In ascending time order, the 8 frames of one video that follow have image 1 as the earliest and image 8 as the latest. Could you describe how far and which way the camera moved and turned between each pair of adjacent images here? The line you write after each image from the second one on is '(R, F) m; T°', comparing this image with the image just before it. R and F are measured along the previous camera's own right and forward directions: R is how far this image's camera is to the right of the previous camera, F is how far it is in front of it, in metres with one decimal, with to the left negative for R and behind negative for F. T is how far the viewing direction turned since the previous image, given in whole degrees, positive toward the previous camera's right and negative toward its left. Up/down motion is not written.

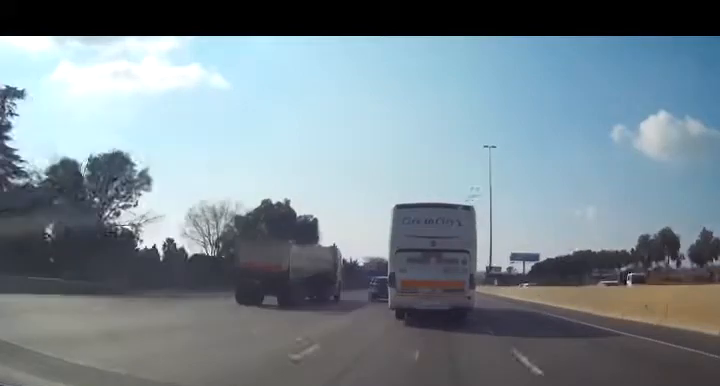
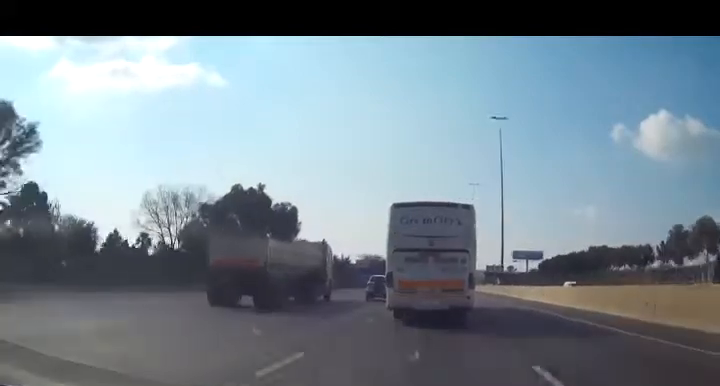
(0.0, +13.2) m; 0°
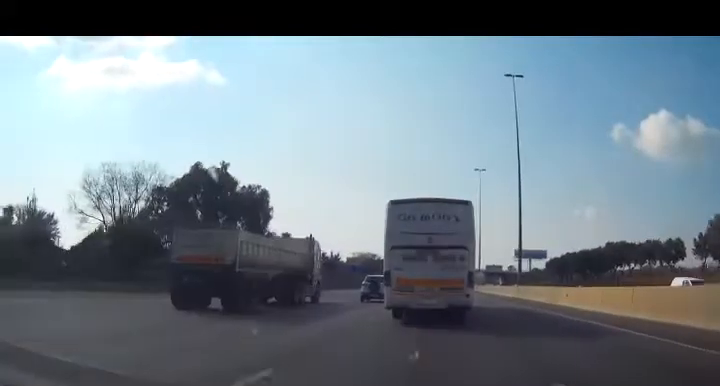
(0.0, +13.2) m; 0°
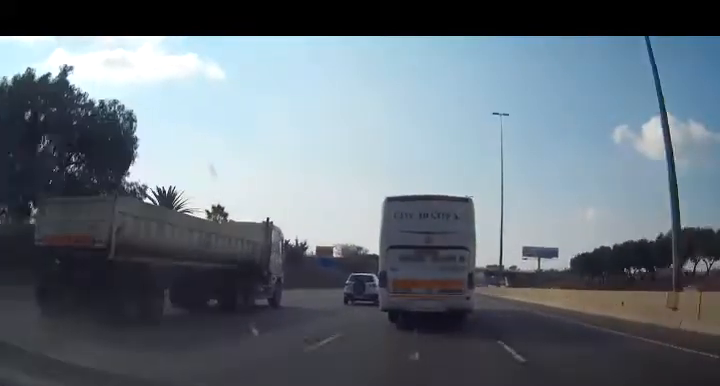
(+0.1, +31.4) m; 0°
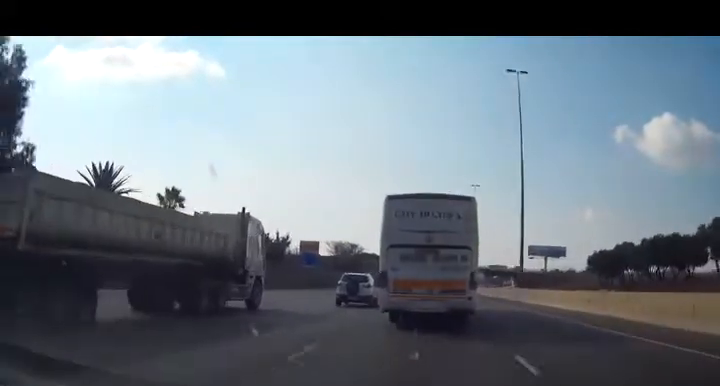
(+0.1, +13.2) m; 0°
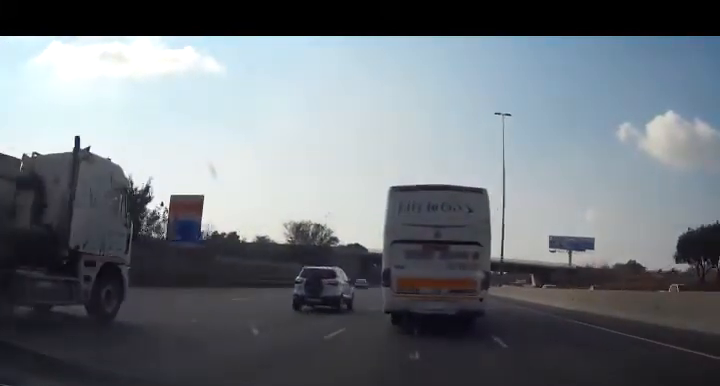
(-0.3, +44.7) m; 0°
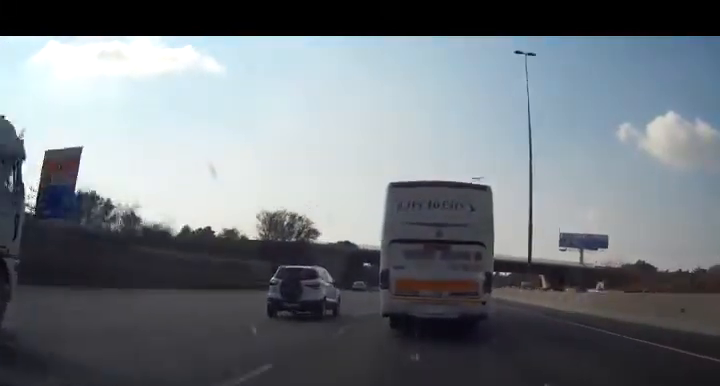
(0.0, +17.3) m; 0°
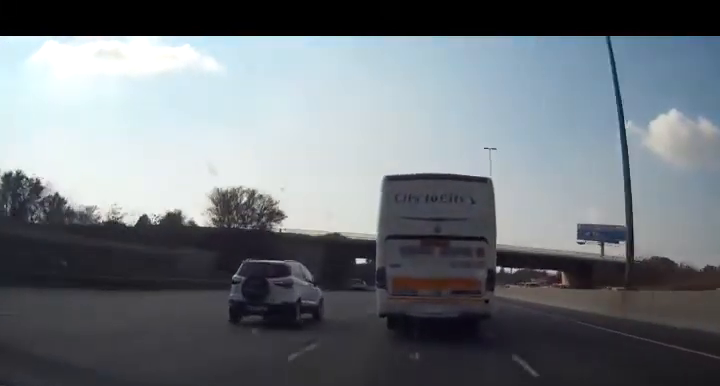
(0.0, +21.2) m; 0°
